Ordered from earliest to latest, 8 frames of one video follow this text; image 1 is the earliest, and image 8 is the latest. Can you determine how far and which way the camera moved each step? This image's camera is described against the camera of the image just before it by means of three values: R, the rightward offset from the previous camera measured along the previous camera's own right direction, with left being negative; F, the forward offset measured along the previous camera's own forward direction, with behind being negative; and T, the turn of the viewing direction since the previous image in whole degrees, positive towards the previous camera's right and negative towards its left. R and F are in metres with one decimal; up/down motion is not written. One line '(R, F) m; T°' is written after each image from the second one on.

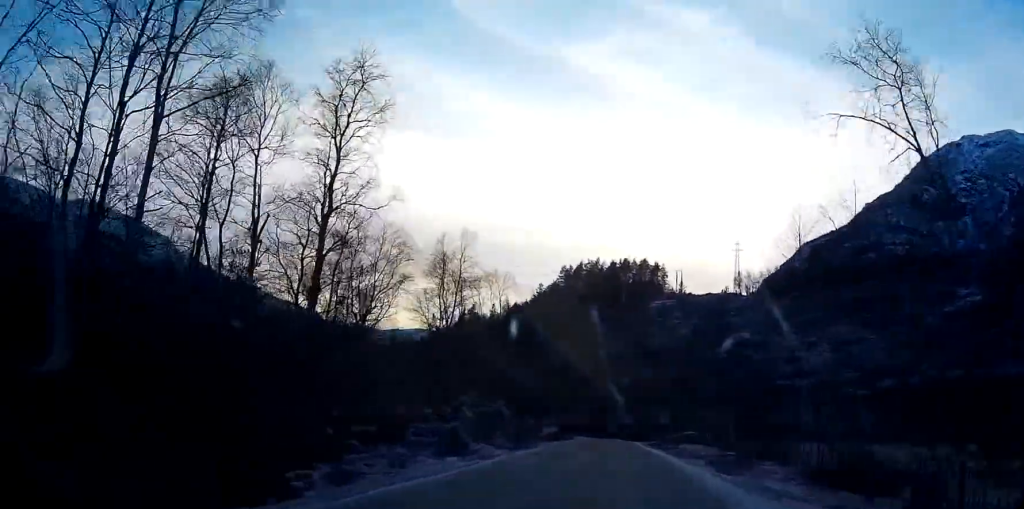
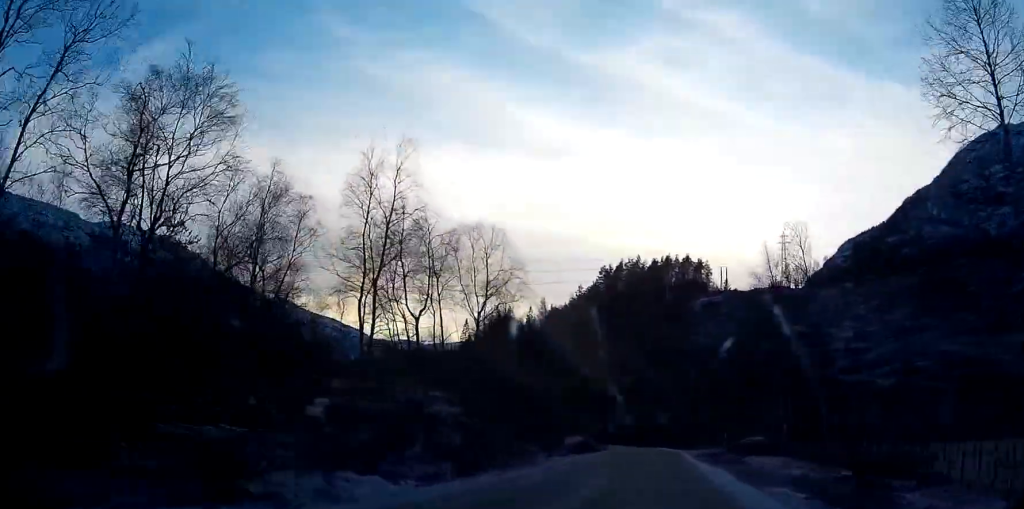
(-0.5, +13.8) m; -2°
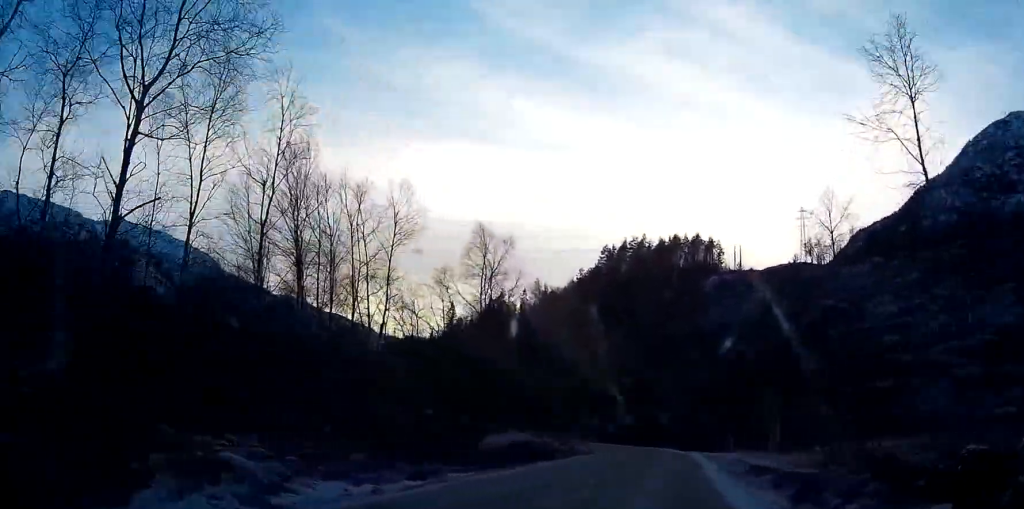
(+0.3, +24.0) m; +1°
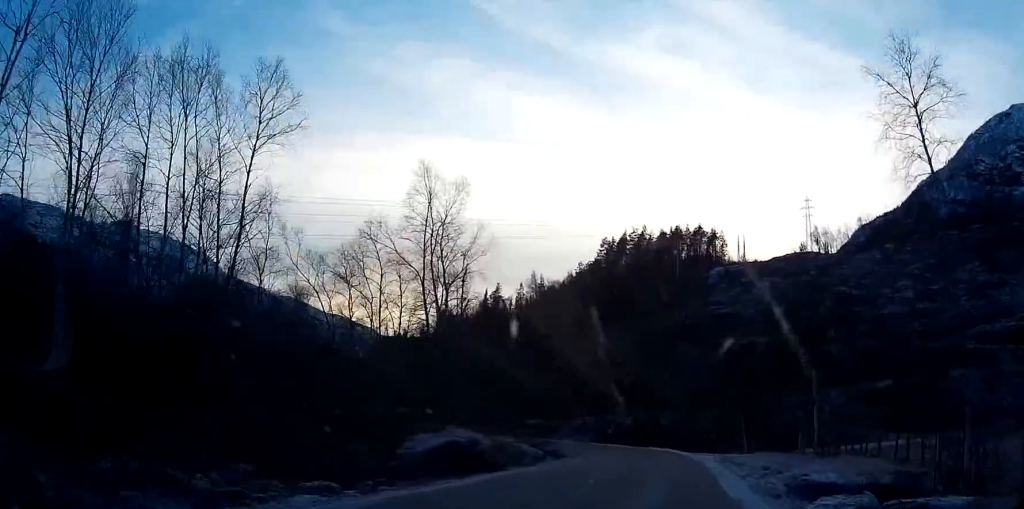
(+0.1, +8.3) m; 0°
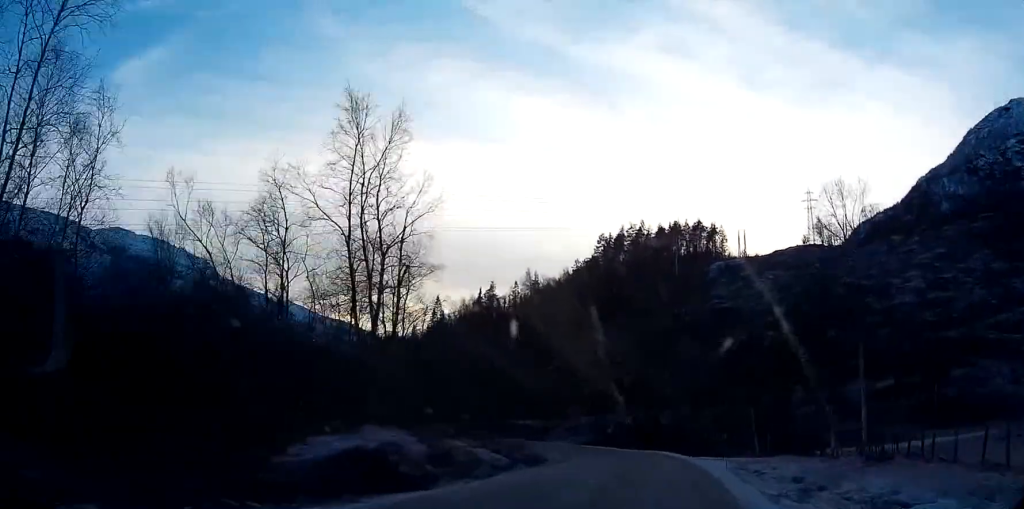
(0.0, +6.5) m; -1°
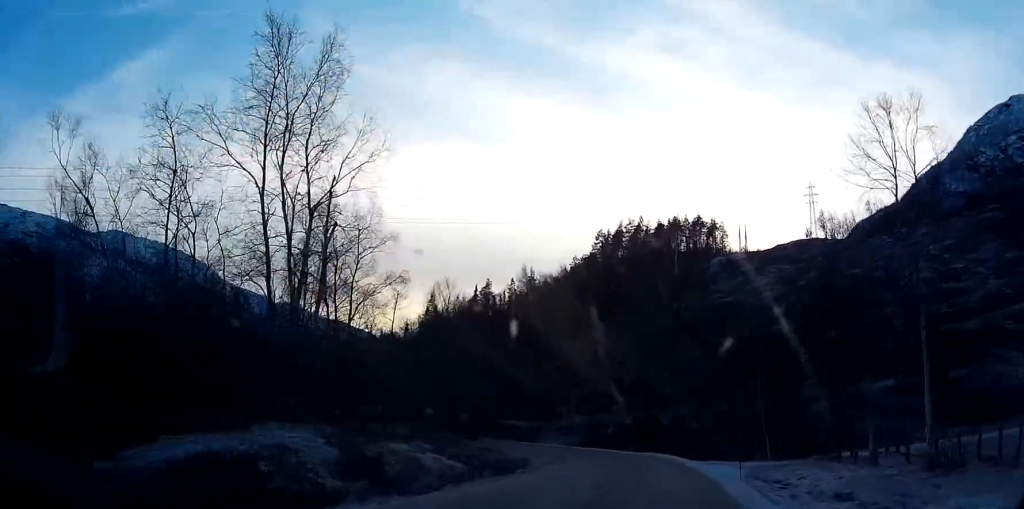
(0.0, +4.9) m; -1°
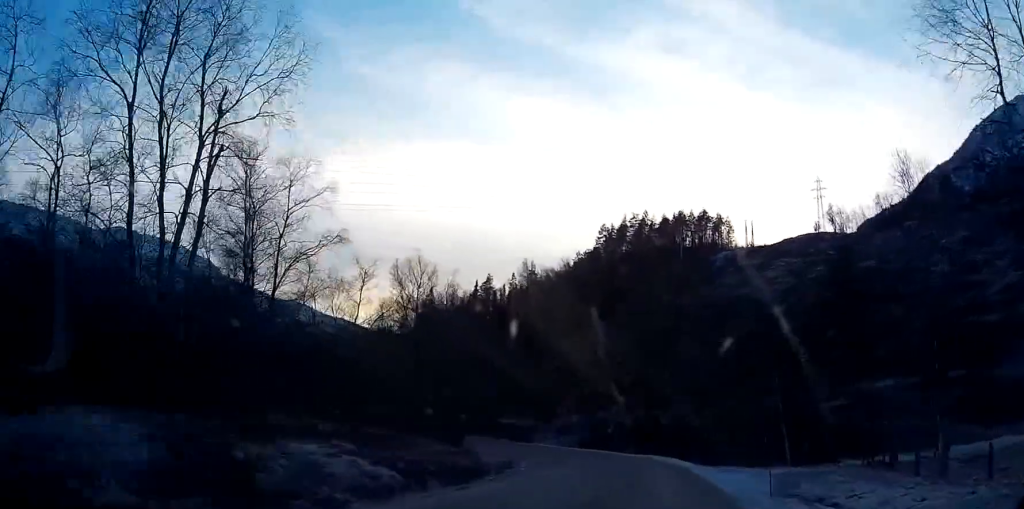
(-0.1, +5.4) m; -1°
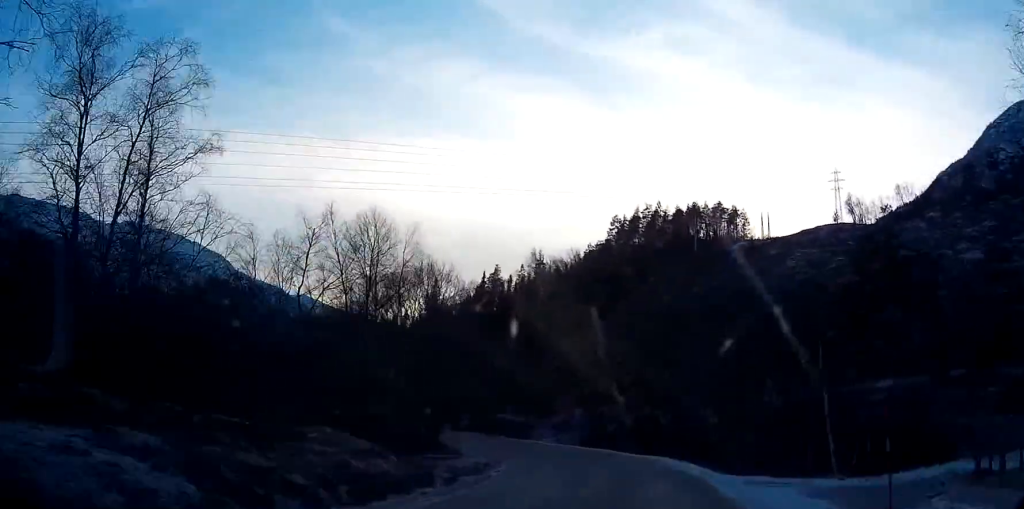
(-0.1, +7.3) m; -2°
